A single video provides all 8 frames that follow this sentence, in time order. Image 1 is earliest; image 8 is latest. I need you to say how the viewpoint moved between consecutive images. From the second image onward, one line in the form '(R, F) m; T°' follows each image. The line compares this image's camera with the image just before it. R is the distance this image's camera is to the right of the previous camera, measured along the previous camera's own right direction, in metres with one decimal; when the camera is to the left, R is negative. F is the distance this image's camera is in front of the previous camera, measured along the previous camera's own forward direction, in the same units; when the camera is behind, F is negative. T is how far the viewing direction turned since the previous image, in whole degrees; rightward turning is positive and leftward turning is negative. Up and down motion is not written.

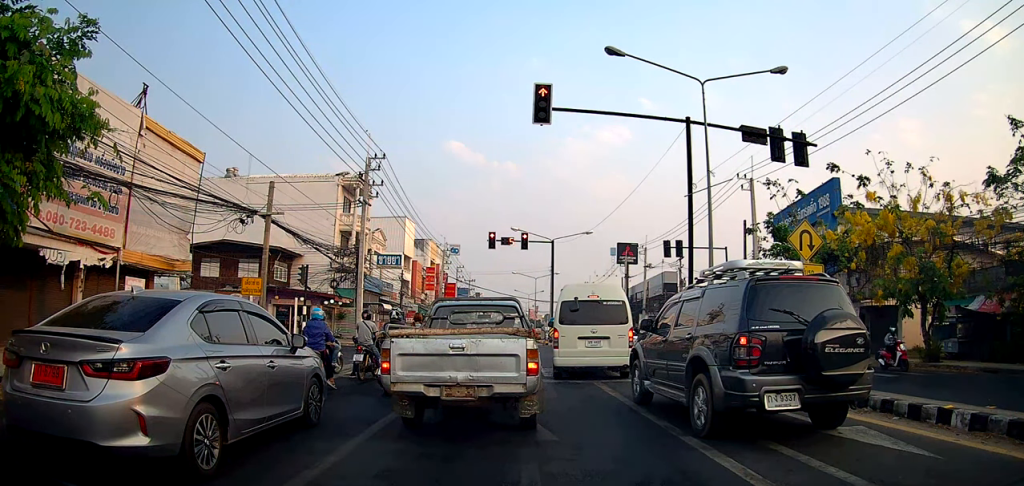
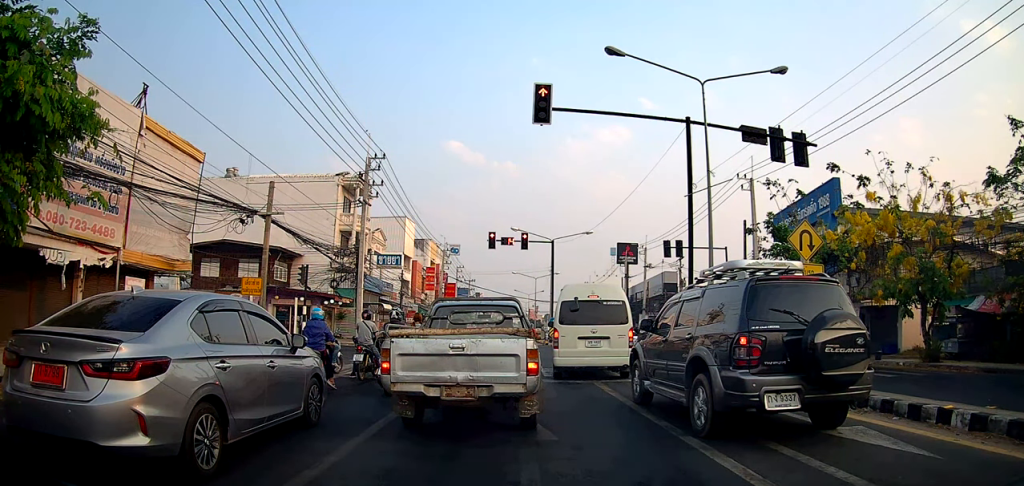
(0.0, 0.0) m; 0°
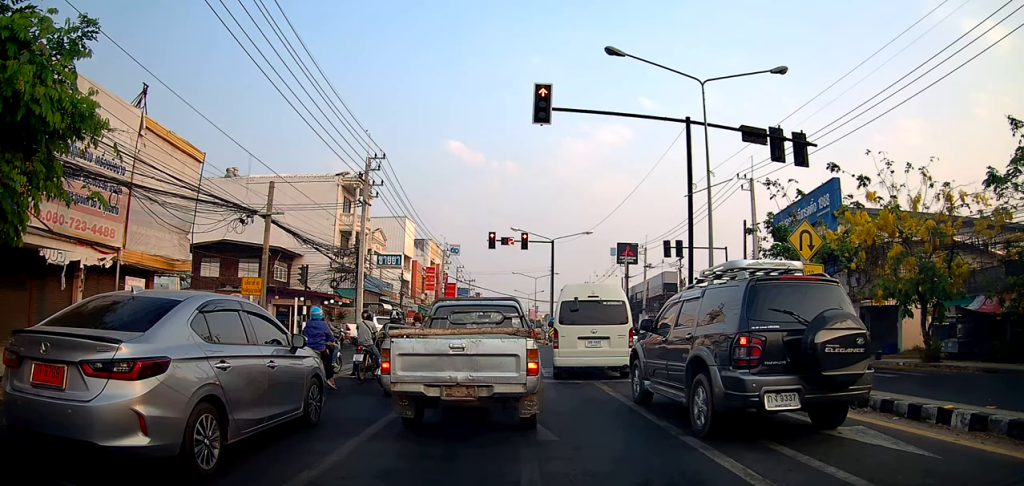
(0.0, 0.0) m; 0°
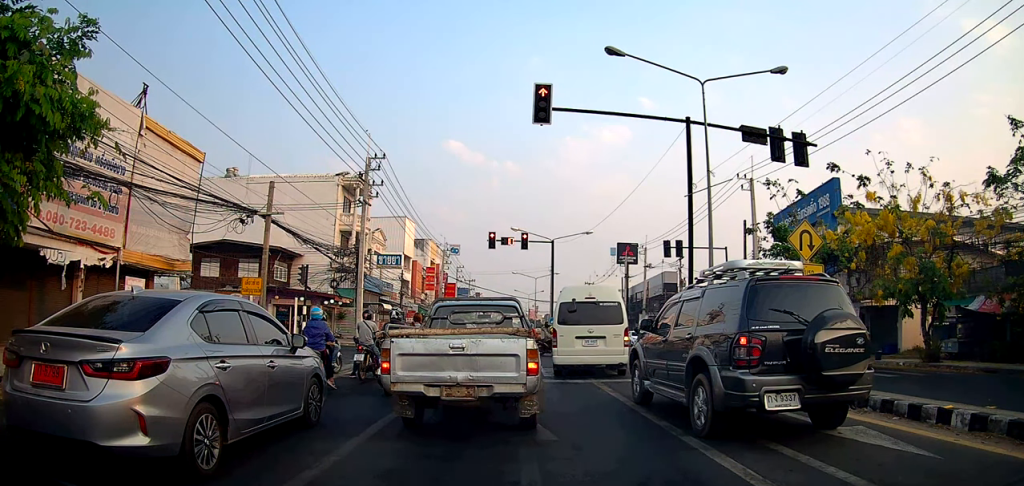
(0.0, 0.0) m; 0°
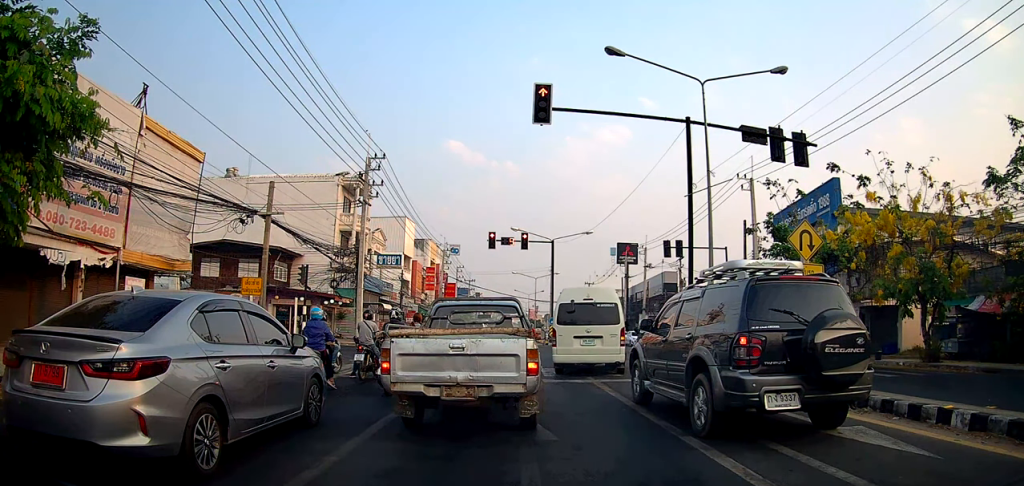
(0.0, 0.0) m; 0°
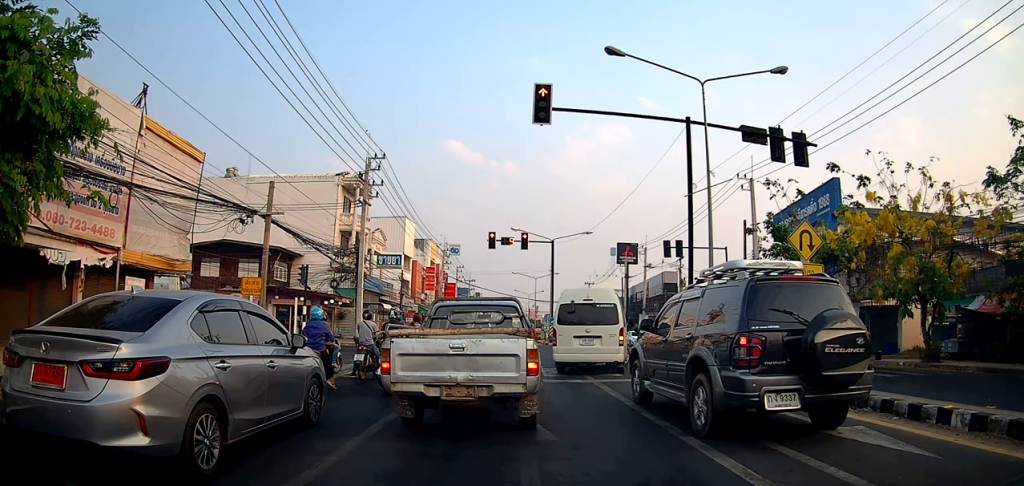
(0.0, 0.0) m; 0°
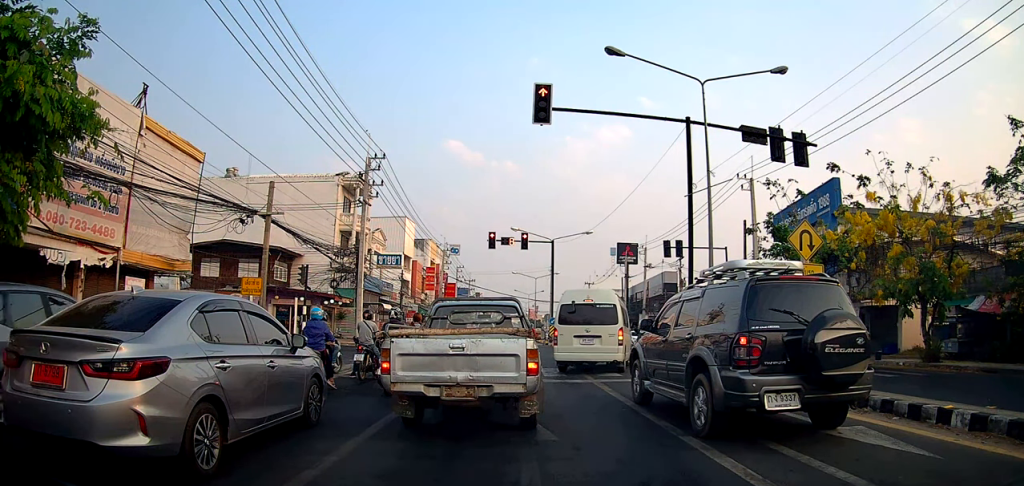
(0.0, 0.0) m; 0°
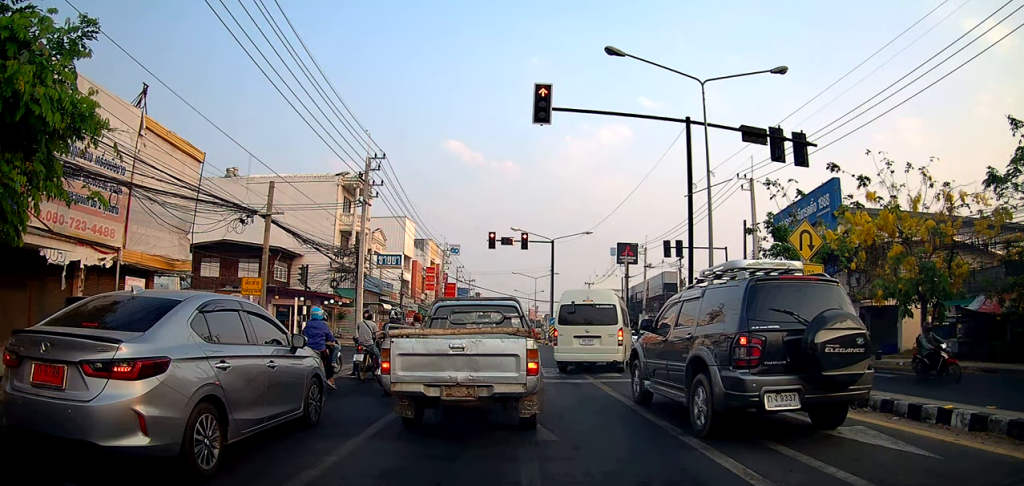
(0.0, 0.0) m; 0°
